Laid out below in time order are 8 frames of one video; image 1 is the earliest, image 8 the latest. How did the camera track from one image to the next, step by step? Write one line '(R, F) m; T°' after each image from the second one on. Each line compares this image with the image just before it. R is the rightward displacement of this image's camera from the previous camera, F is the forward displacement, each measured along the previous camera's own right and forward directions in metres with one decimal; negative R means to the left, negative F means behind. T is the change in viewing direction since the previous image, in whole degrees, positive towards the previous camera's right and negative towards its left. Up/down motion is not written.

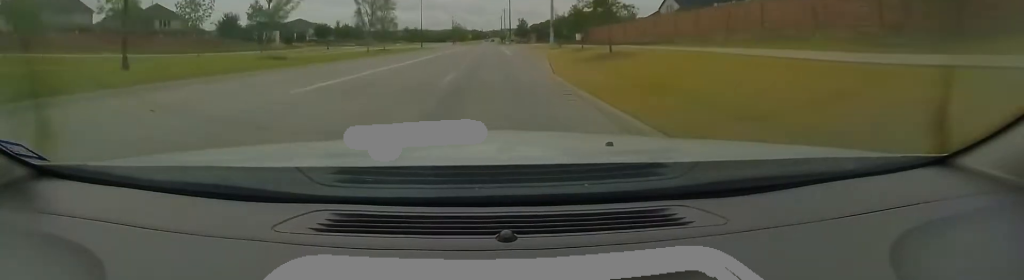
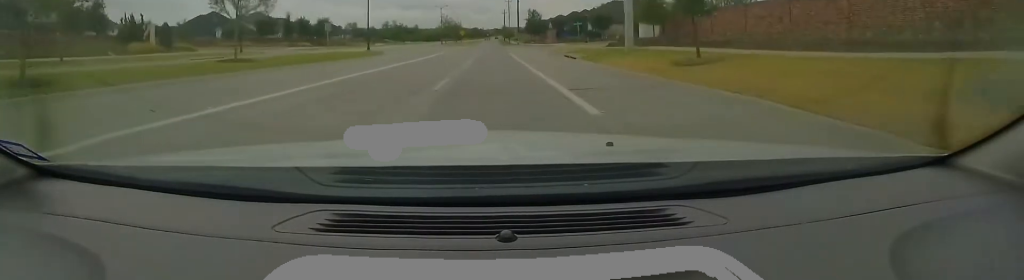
(+0.5, +27.6) m; +1°
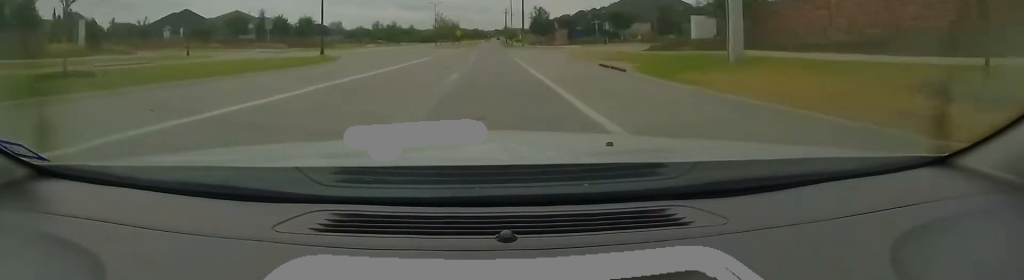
(0.0, +10.0) m; 0°
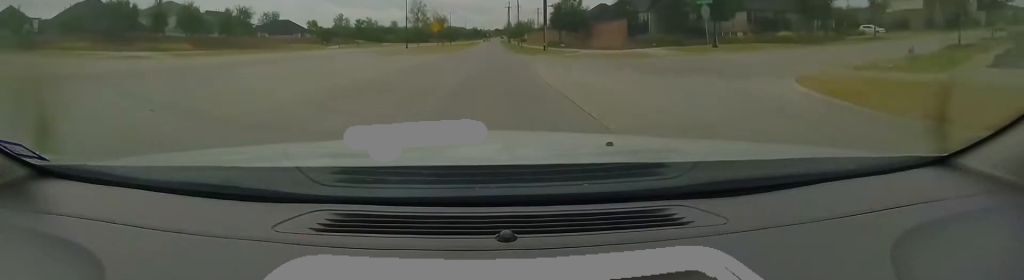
(0.0, +25.4) m; 0°
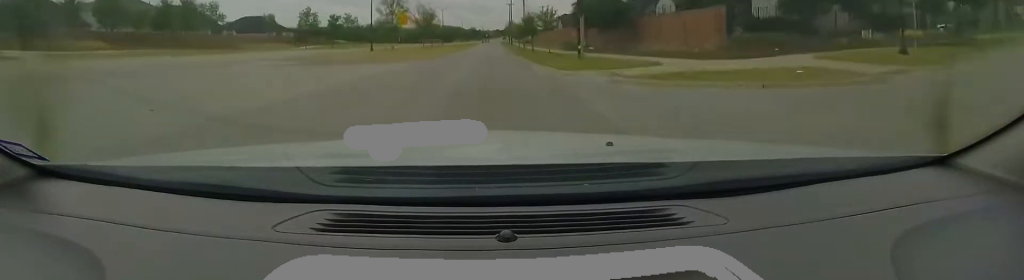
(0.0, +14.1) m; 0°
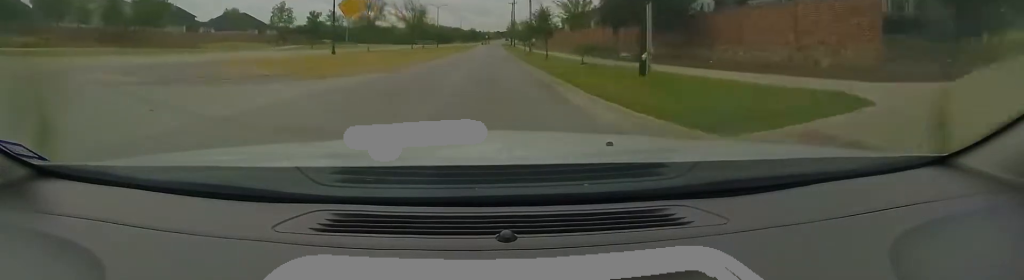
(0.0, +8.8) m; 0°
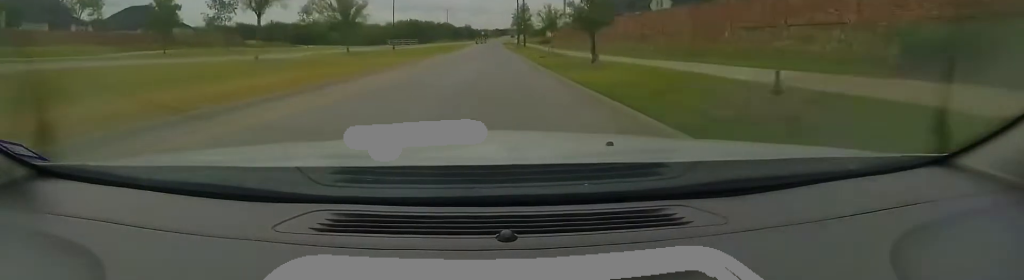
(0.0, +33.3) m; 0°
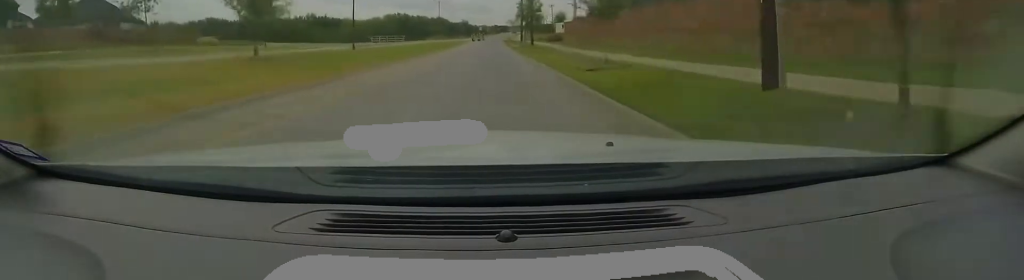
(0.0, +12.4) m; 0°
